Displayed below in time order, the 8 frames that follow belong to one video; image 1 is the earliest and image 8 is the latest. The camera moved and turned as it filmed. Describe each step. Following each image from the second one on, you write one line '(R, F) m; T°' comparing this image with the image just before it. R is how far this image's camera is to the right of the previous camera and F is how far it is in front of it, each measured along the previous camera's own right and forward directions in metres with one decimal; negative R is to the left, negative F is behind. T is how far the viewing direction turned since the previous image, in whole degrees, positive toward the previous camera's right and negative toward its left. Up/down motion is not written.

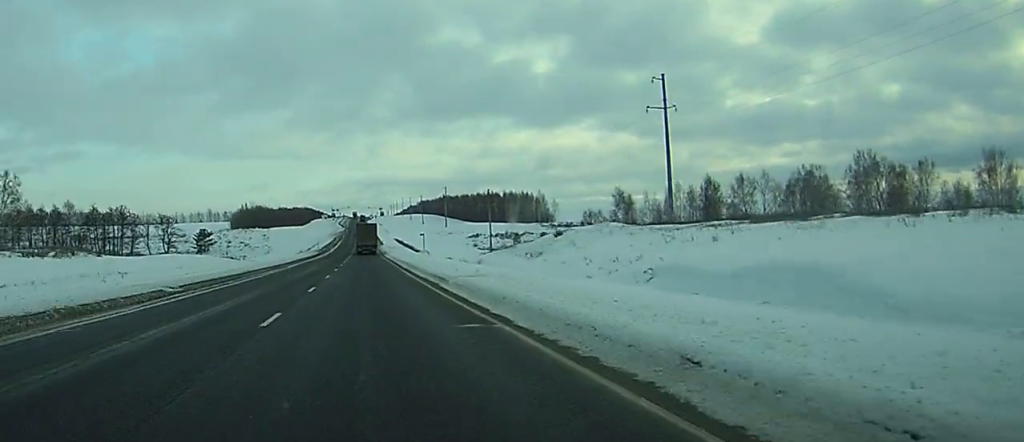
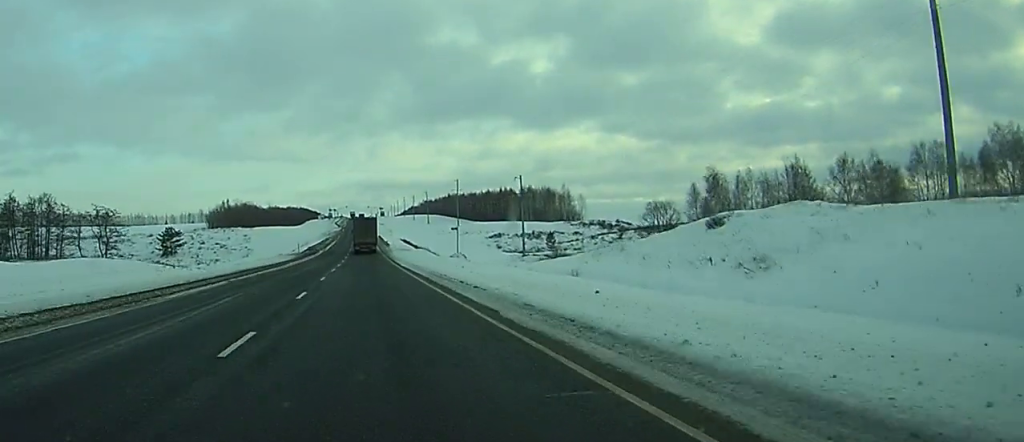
(-0.1, +40.3) m; 0°
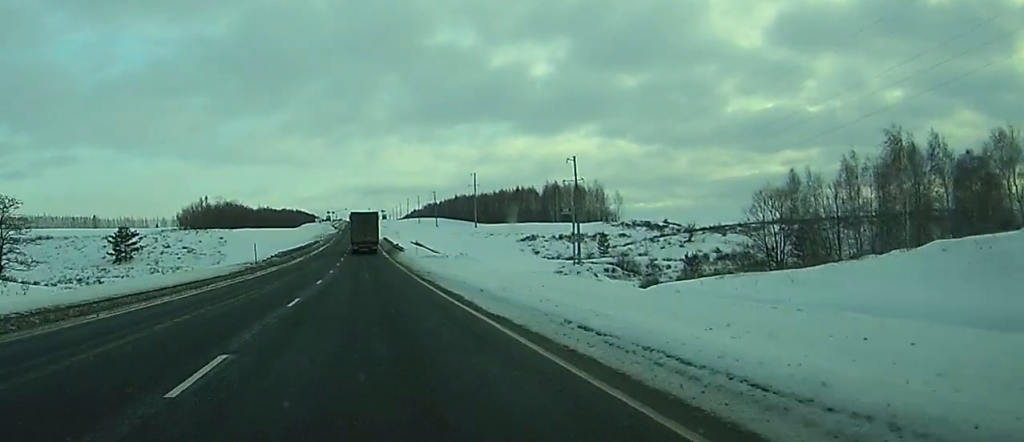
(+0.1, +38.8) m; 0°
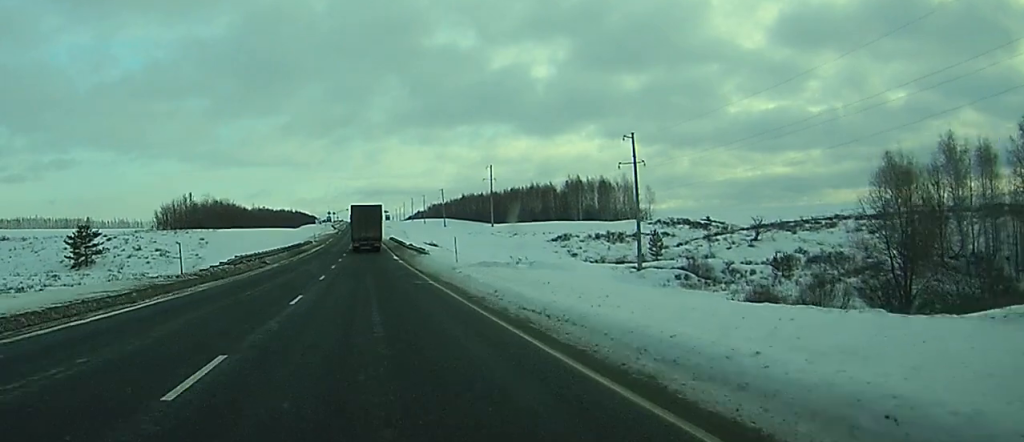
(0.0, +24.4) m; 0°
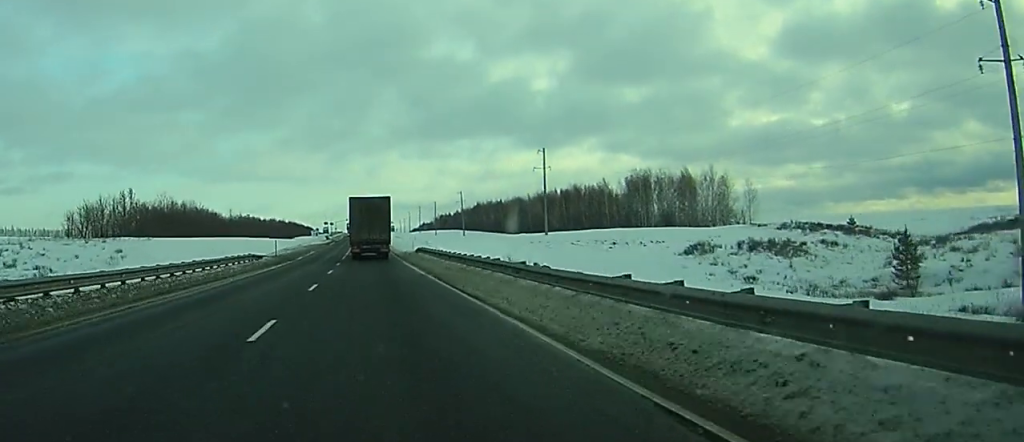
(-0.1, +56.6) m; 0°
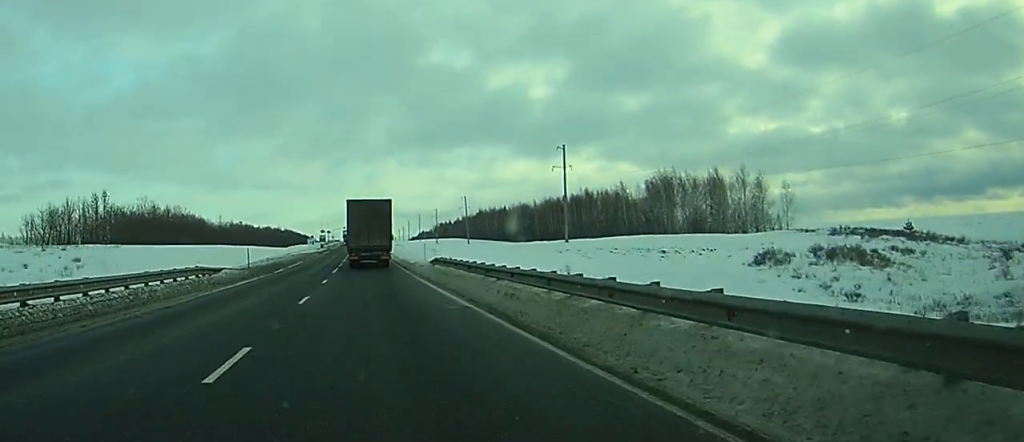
(0.0, +15.9) m; 0°
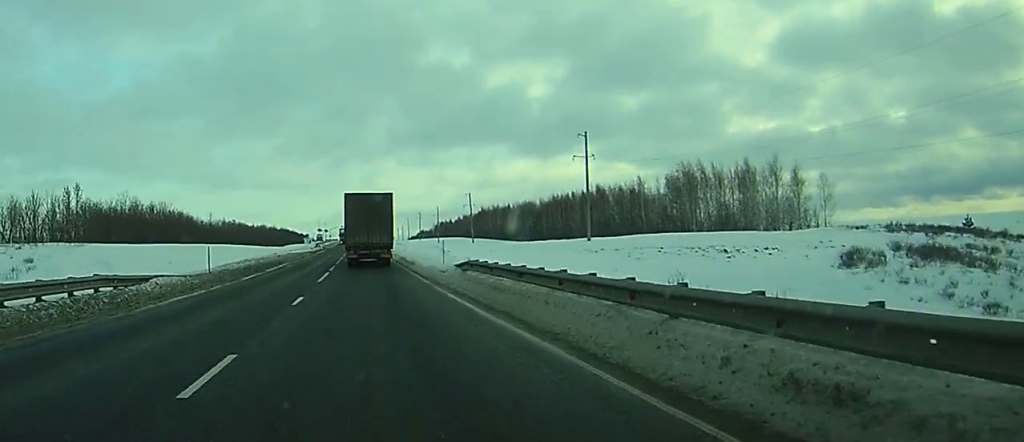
(0.0, +13.5) m; 0°
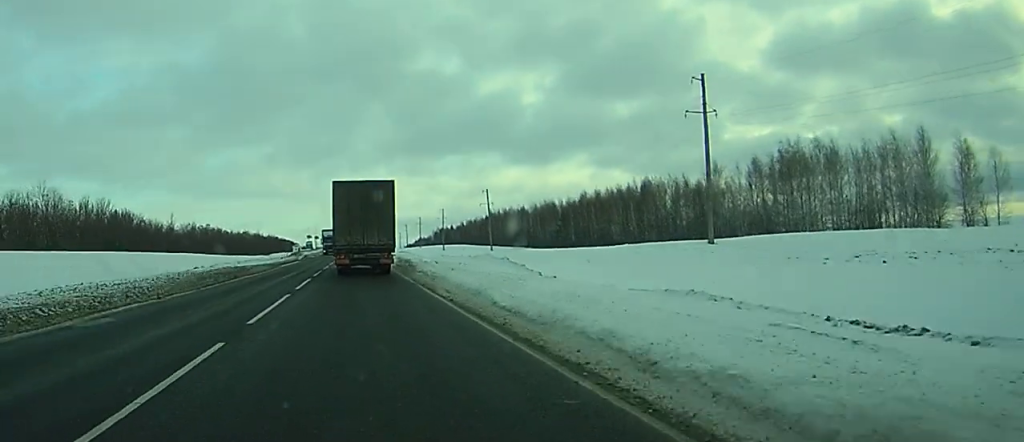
(0.0, +42.7) m; 0°
